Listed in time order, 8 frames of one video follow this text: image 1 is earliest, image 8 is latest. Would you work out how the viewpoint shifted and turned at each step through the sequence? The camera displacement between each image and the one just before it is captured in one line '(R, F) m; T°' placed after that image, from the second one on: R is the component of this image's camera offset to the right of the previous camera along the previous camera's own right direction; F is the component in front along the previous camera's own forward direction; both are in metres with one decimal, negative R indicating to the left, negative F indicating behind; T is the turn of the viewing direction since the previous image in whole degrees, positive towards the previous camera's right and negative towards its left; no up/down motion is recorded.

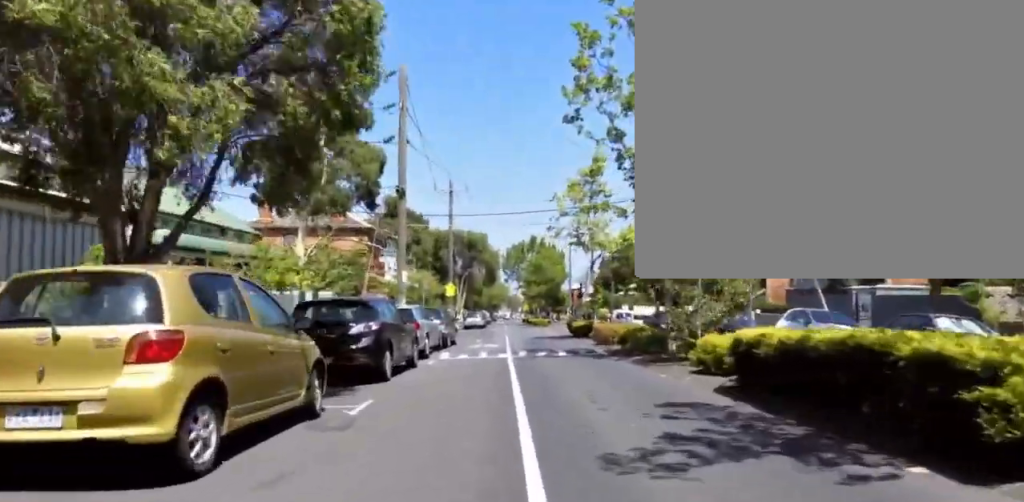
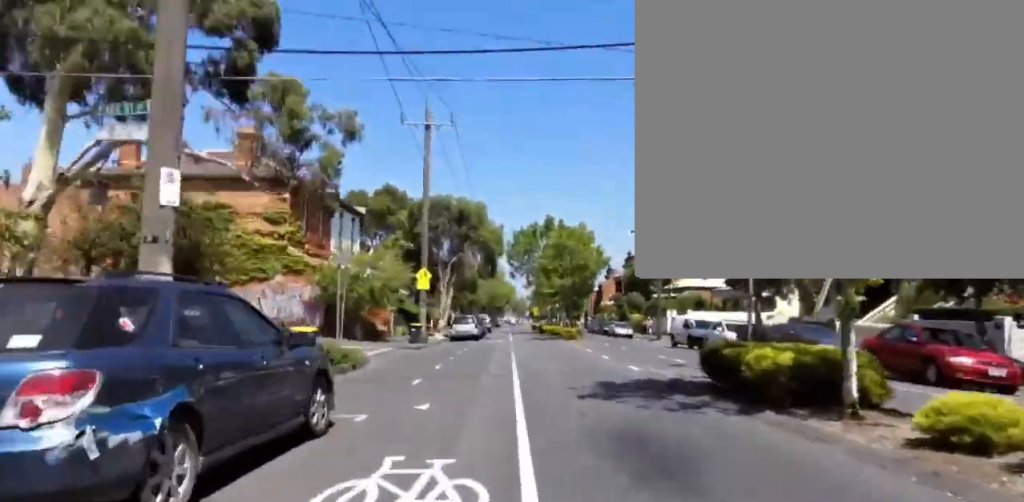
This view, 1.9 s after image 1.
(+1.1, +17.6) m; +3°
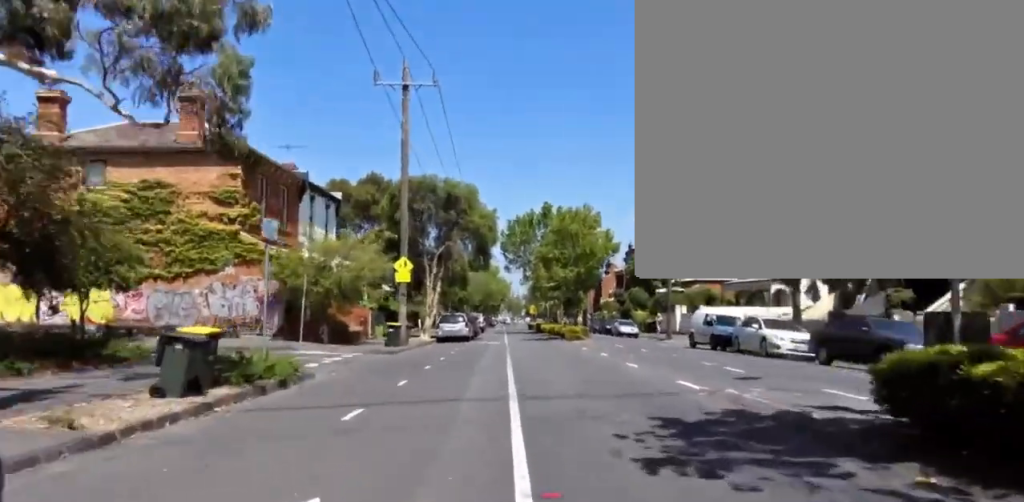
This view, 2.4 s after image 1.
(-0.6, +4.3) m; 0°
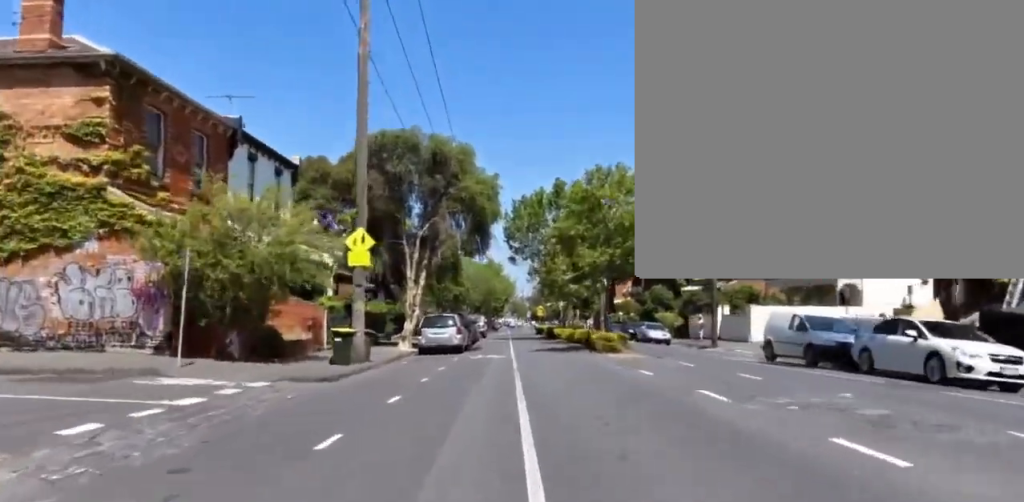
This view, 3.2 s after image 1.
(+0.8, +8.2) m; 0°
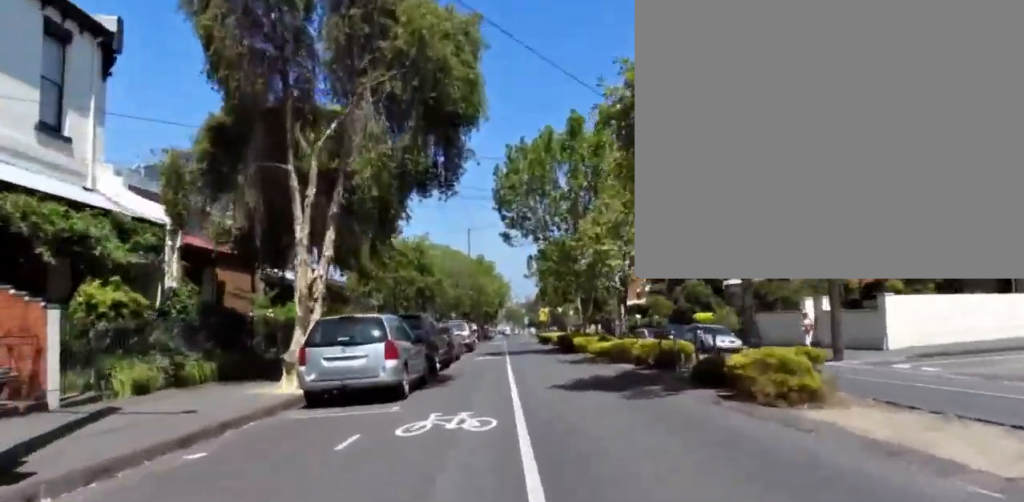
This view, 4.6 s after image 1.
(-0.8, +13.4) m; -1°
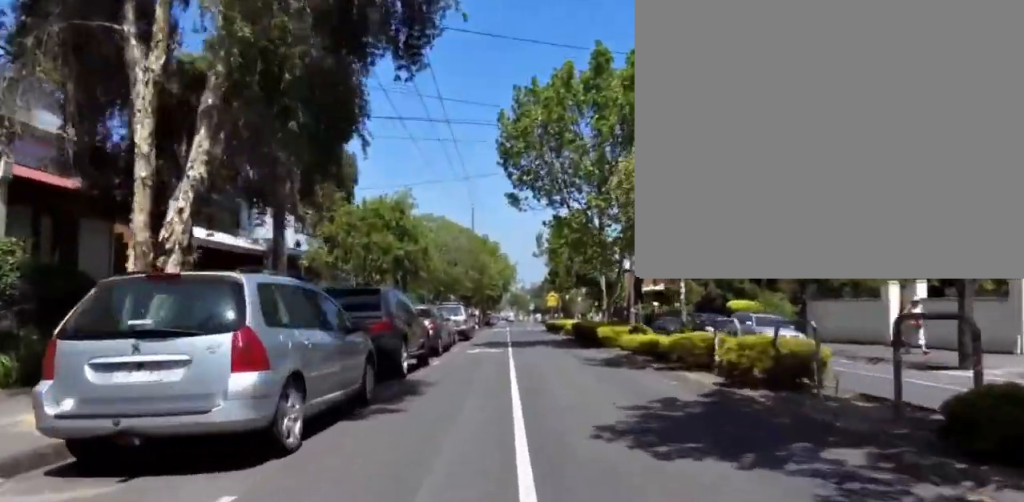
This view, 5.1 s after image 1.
(+0.5, +6.2) m; 0°
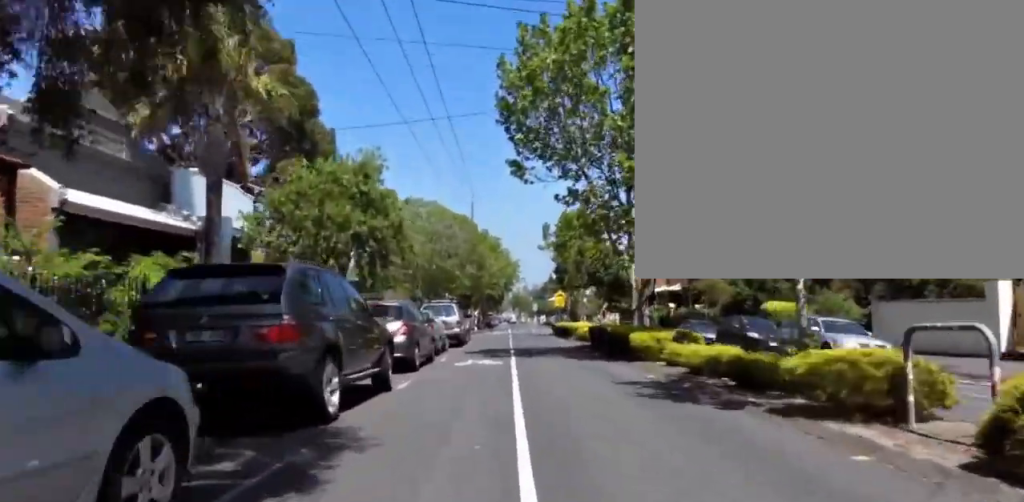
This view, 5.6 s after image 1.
(+0.2, +5.1) m; 0°
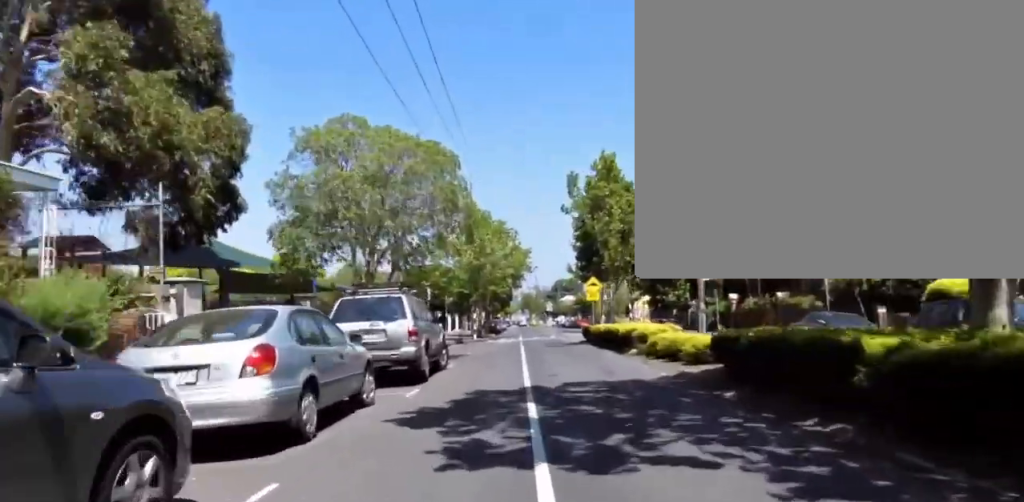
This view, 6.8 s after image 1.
(-0.5, +13.0) m; 0°
